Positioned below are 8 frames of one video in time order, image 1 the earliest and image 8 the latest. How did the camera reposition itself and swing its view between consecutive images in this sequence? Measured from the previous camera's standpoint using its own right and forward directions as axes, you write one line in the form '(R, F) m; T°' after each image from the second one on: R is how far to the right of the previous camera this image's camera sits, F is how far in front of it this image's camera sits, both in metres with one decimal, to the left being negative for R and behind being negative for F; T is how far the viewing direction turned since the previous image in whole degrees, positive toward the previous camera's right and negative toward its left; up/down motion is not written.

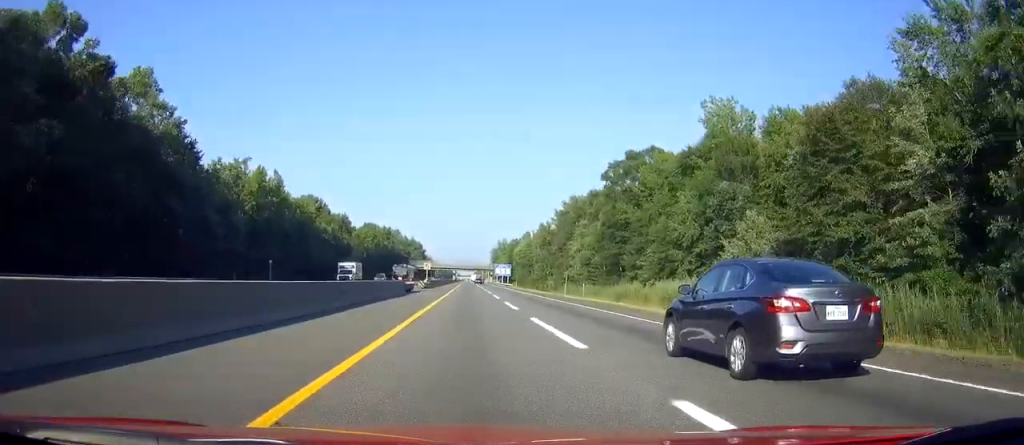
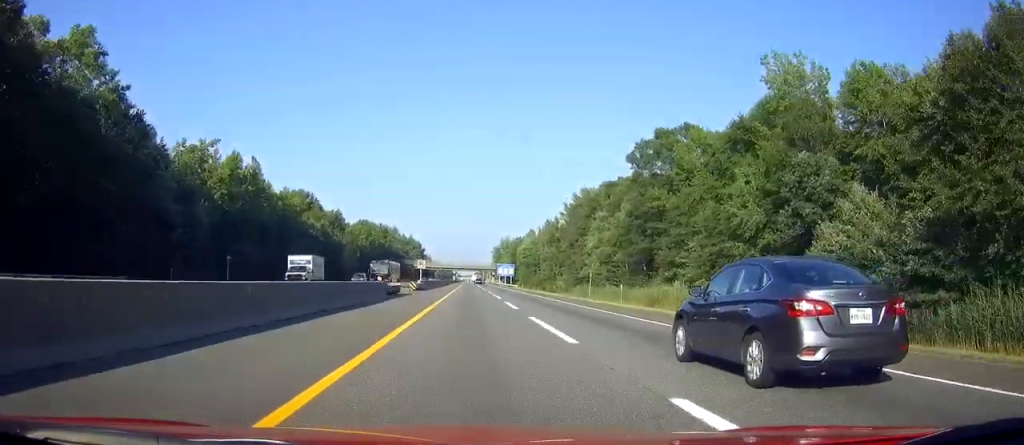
(0.0, +14.2) m; 0°
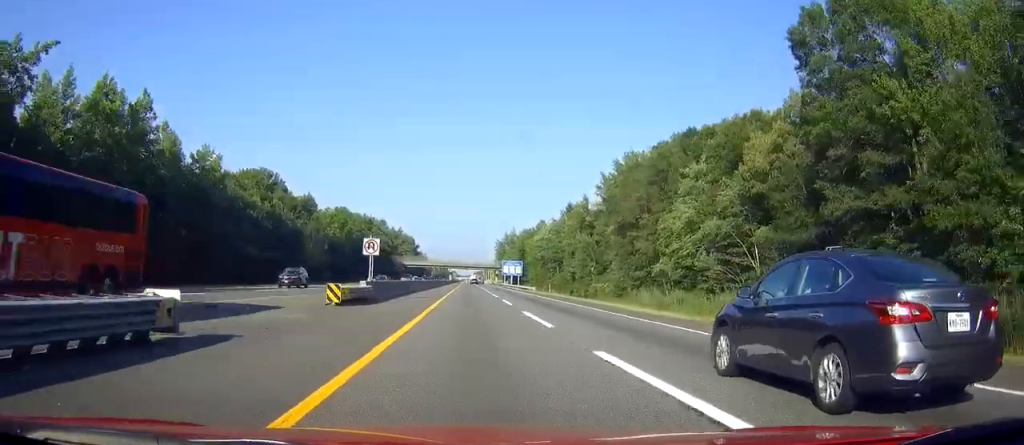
(-0.3, +41.2) m; -1°
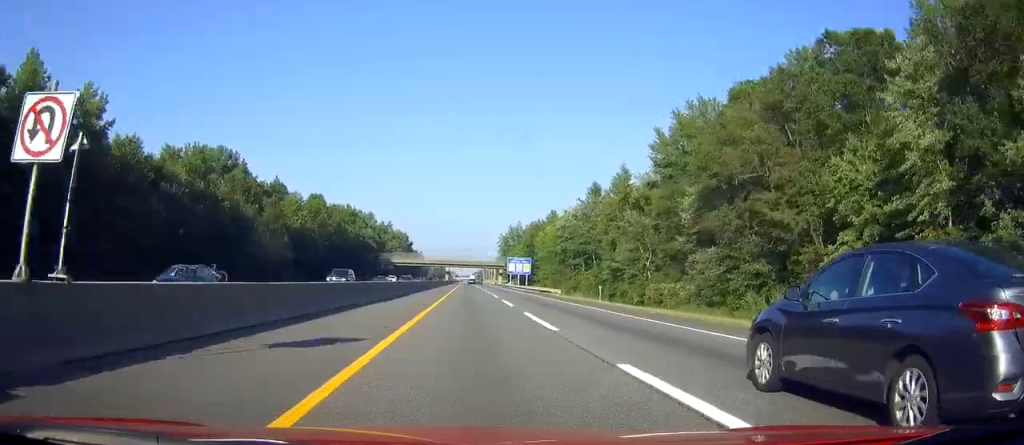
(+0.1, +31.5) m; 0°
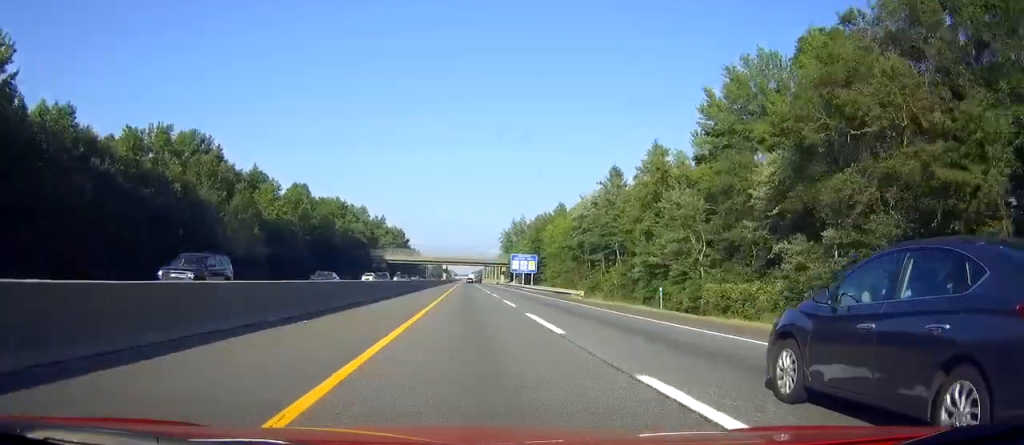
(-0.1, +16.3) m; 0°
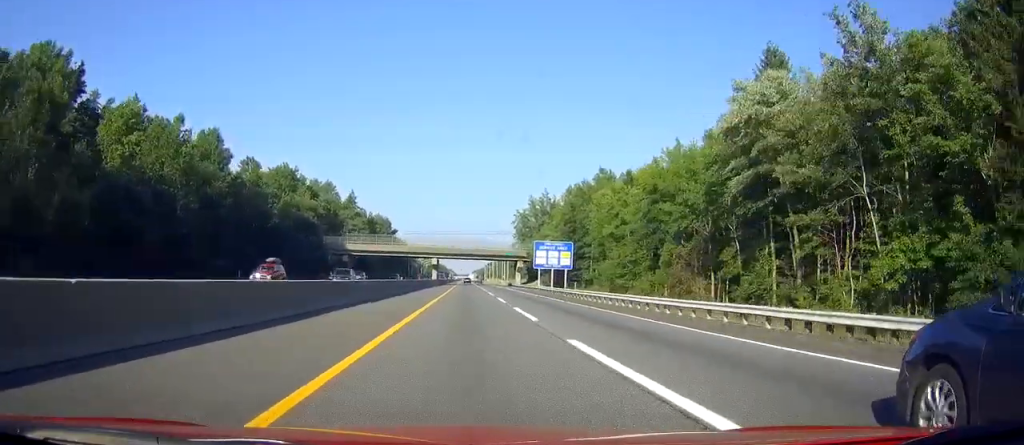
(-0.1, +55.6) m; 0°
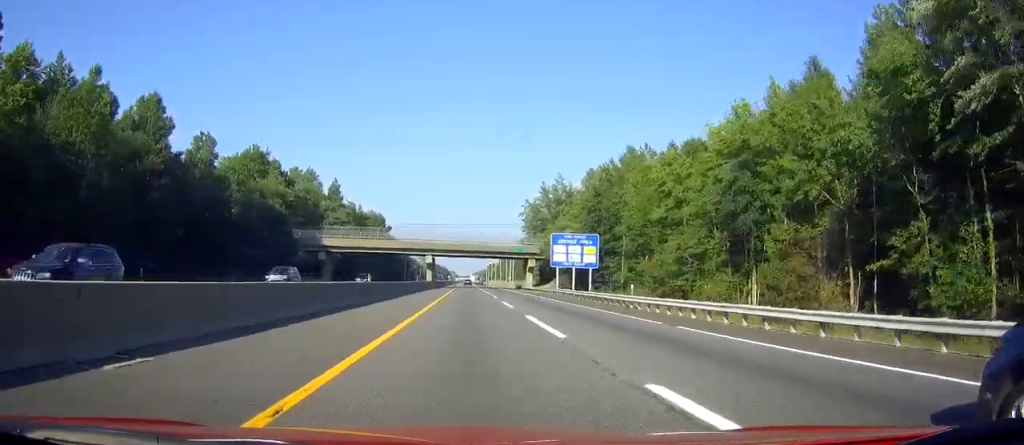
(0.0, +20.8) m; 0°
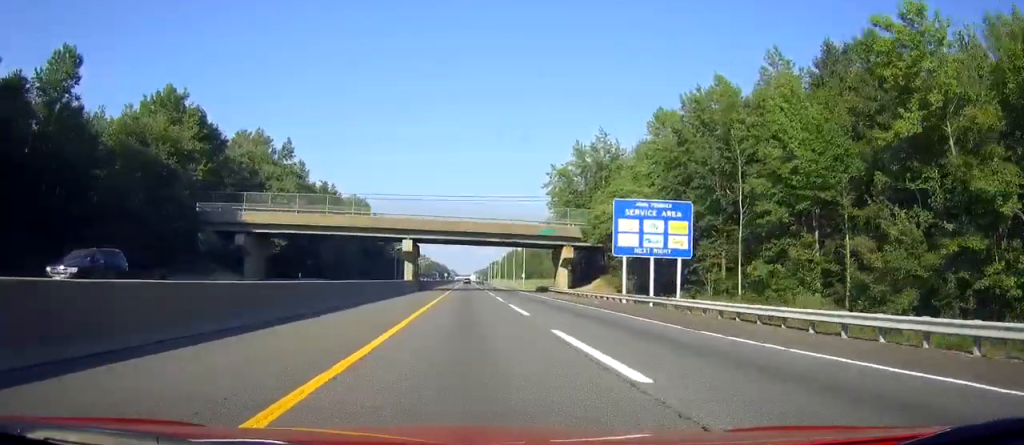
(-0.2, +37.3) m; 0°
